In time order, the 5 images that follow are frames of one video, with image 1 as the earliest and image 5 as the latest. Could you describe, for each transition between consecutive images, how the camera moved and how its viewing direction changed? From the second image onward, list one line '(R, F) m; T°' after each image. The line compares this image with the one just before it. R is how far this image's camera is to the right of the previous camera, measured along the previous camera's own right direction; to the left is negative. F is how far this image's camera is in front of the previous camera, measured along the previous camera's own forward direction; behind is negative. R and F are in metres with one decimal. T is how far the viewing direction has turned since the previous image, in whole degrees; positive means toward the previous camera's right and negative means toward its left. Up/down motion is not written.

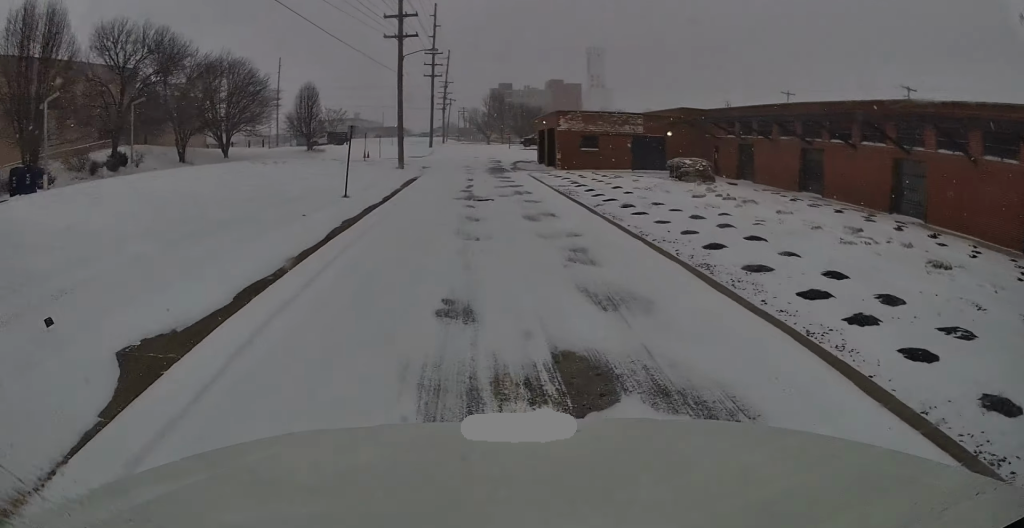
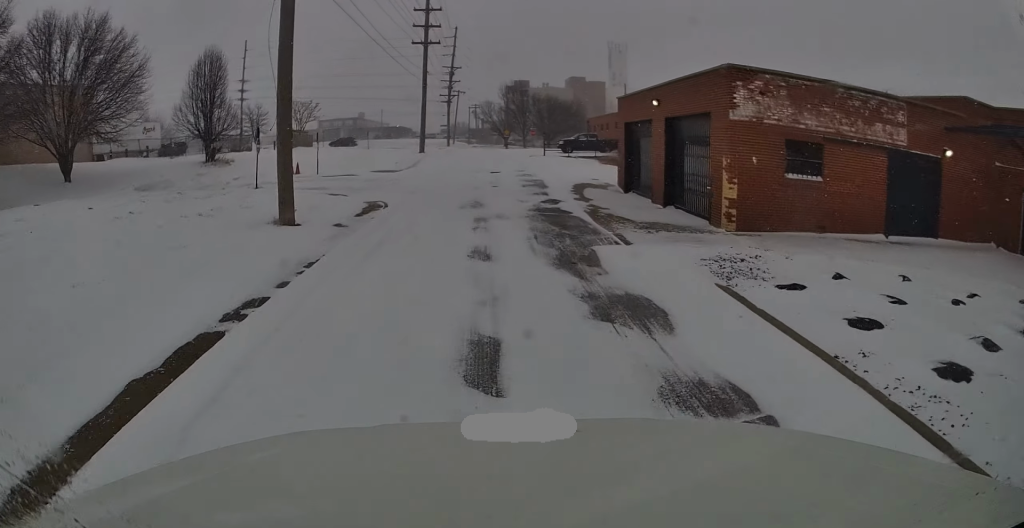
(0.0, +27.4) m; 0°
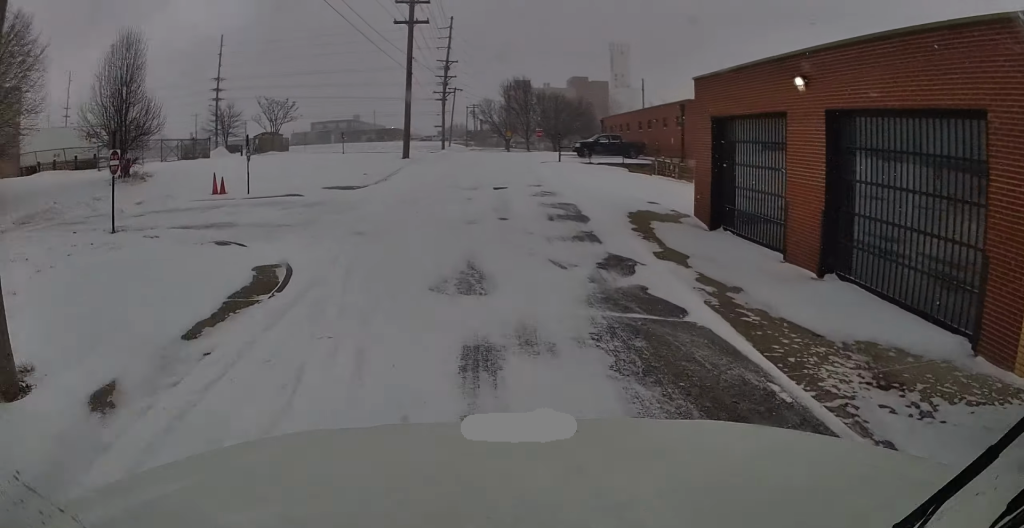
(0.0, +10.3) m; 0°
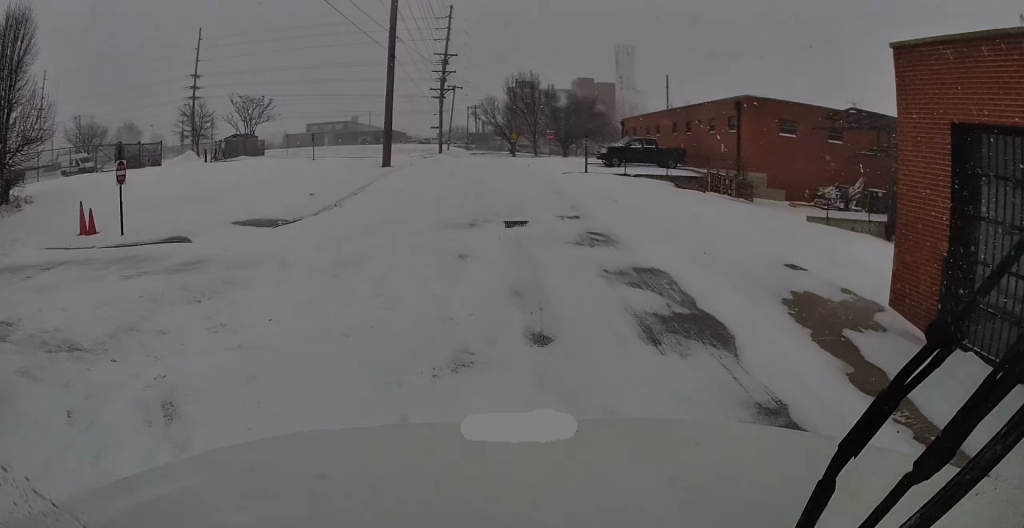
(0.0, +9.5) m; -3°
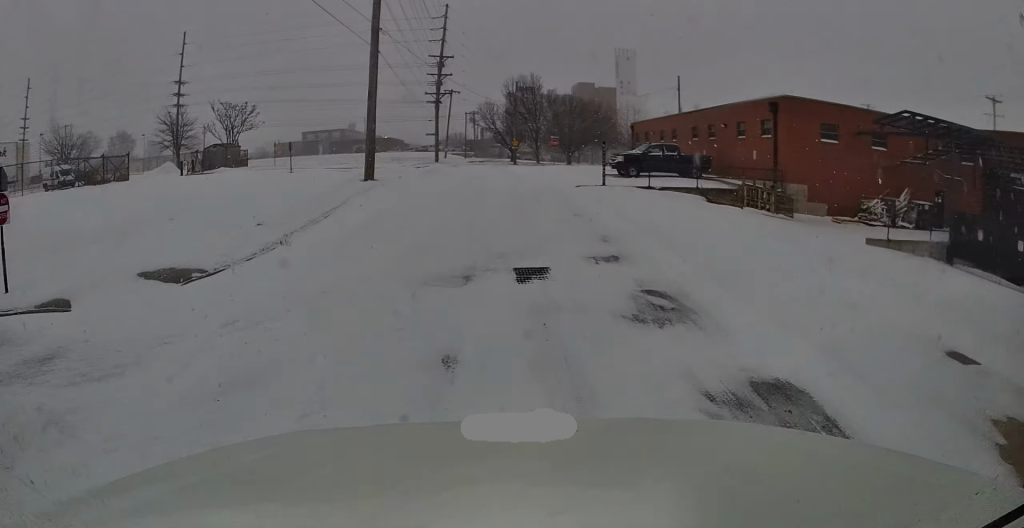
(-0.2, +4.7) m; +2°
